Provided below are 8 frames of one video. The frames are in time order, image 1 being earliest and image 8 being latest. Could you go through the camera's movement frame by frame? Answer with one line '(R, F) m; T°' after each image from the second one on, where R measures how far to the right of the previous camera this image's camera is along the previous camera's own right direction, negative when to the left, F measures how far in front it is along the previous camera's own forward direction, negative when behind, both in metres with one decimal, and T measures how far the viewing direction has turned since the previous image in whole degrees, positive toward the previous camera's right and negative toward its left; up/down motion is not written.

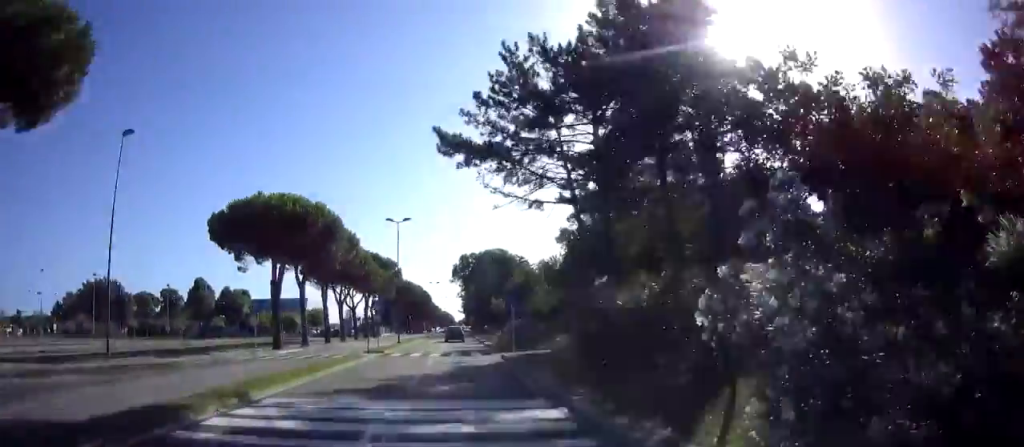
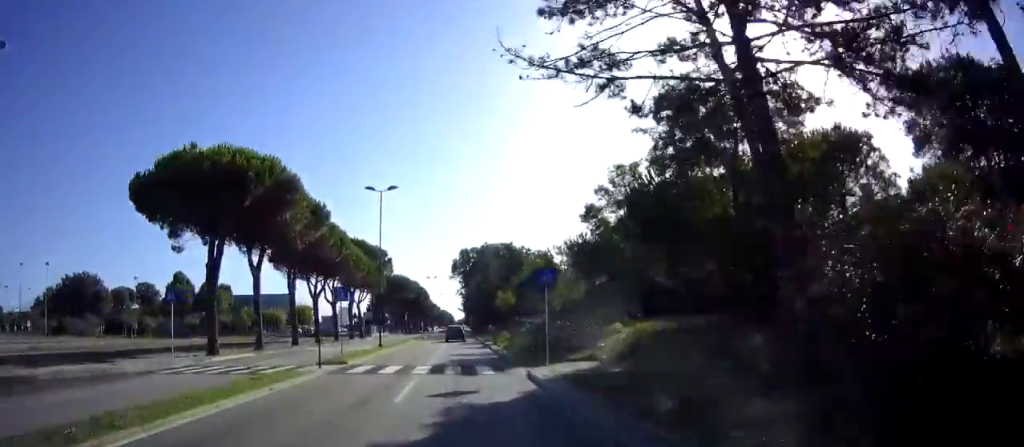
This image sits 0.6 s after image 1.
(-0.2, +9.5) m; 0°
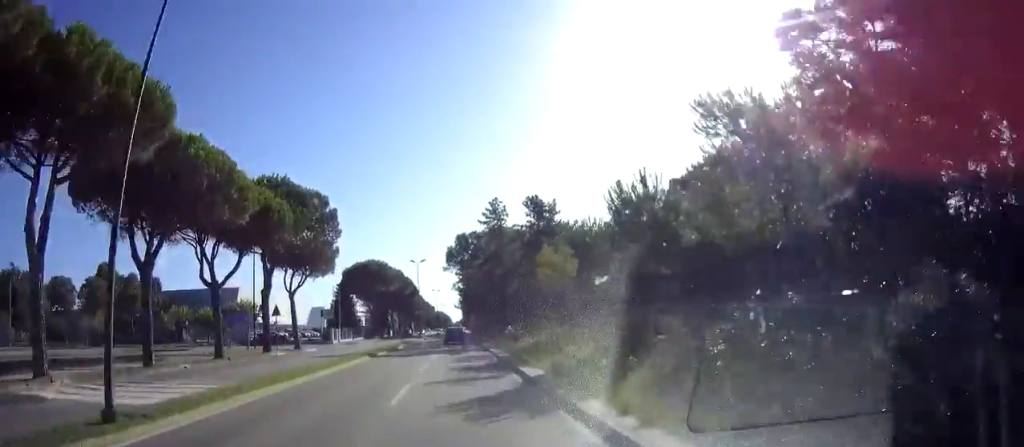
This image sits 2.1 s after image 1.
(+0.4, +25.7) m; +1°
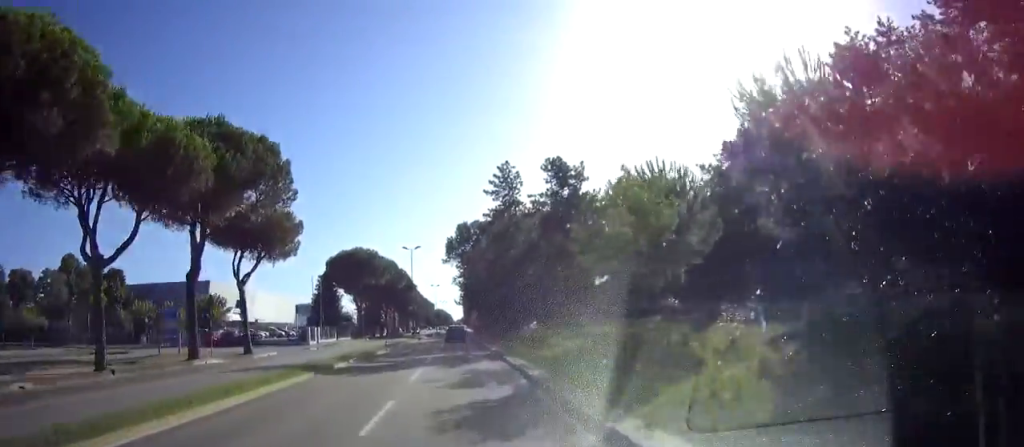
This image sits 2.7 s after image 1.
(0.0, +9.8) m; 0°
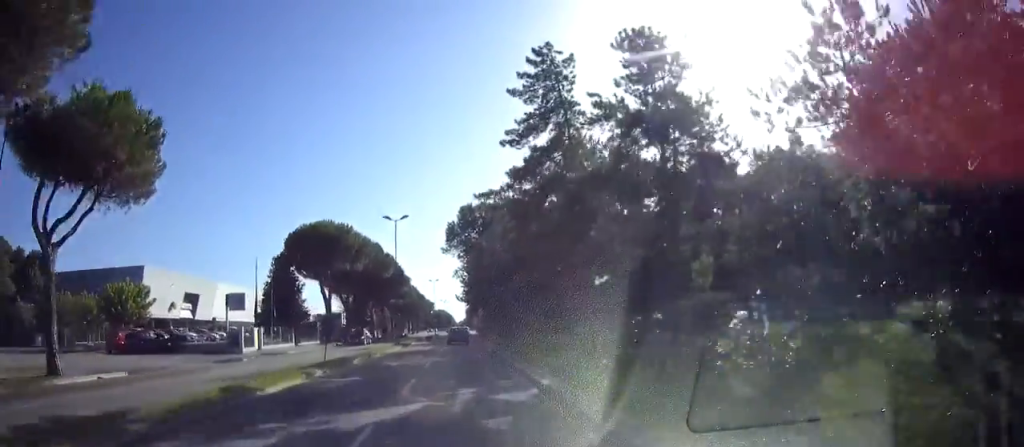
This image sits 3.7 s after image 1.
(0.0, +16.3) m; +1°
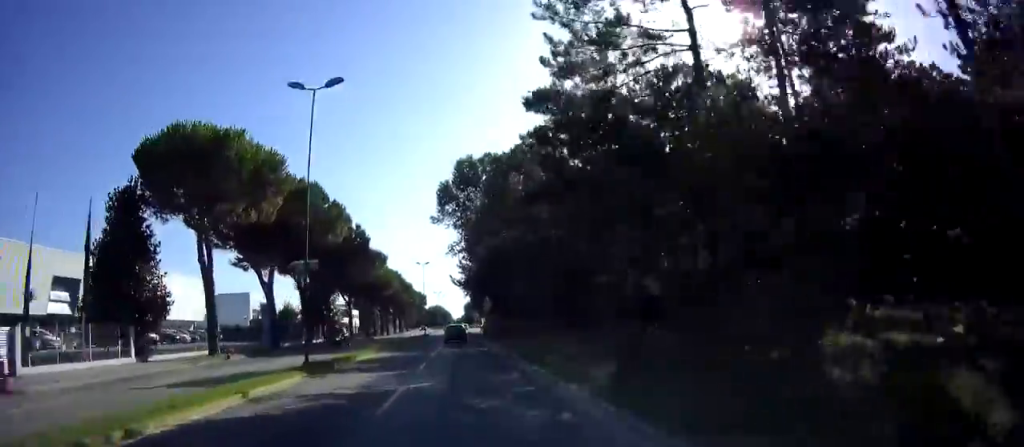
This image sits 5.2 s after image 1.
(+0.1, +23.4) m; 0°
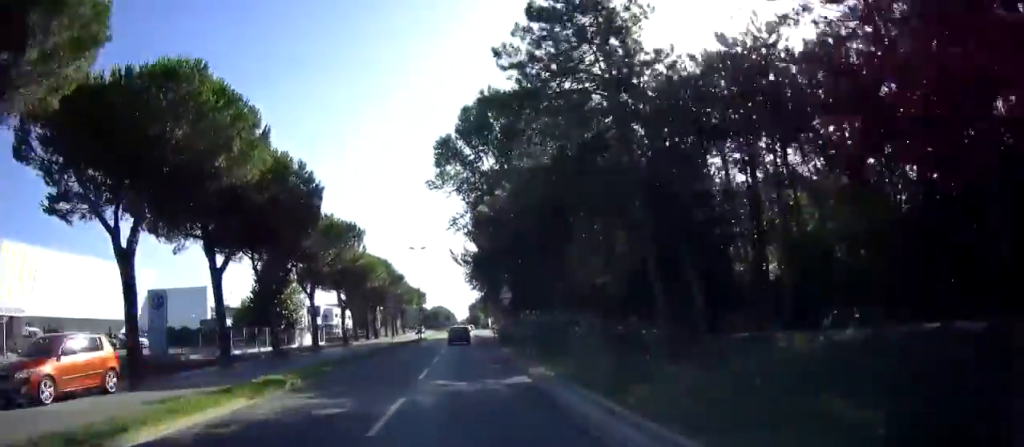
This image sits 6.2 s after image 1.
(0.0, +16.1) m; 0°
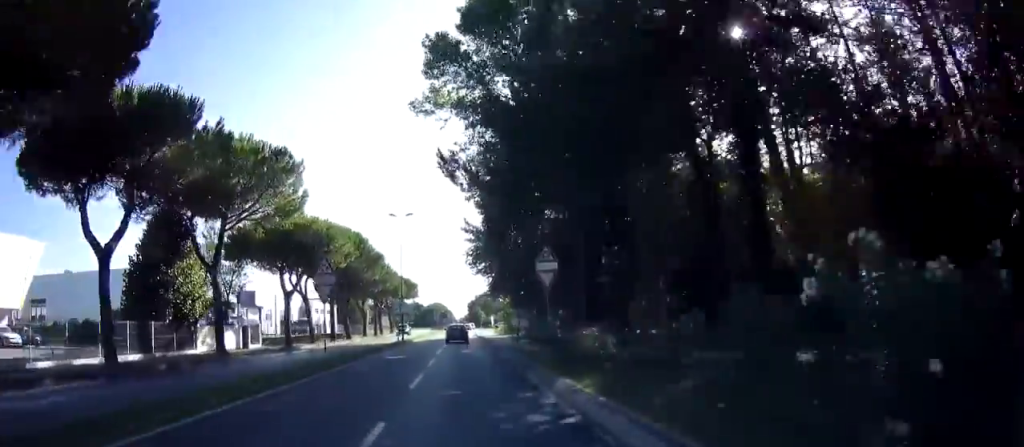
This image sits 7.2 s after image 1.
(+0.1, +16.9) m; 0°
